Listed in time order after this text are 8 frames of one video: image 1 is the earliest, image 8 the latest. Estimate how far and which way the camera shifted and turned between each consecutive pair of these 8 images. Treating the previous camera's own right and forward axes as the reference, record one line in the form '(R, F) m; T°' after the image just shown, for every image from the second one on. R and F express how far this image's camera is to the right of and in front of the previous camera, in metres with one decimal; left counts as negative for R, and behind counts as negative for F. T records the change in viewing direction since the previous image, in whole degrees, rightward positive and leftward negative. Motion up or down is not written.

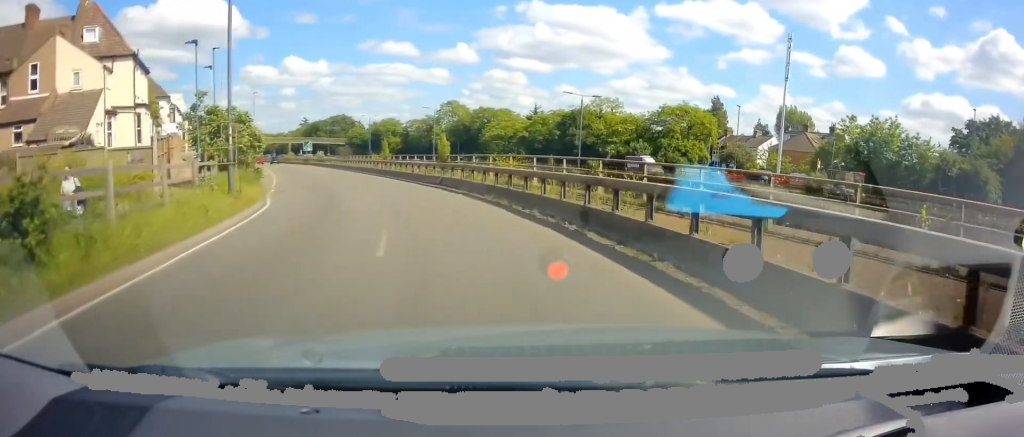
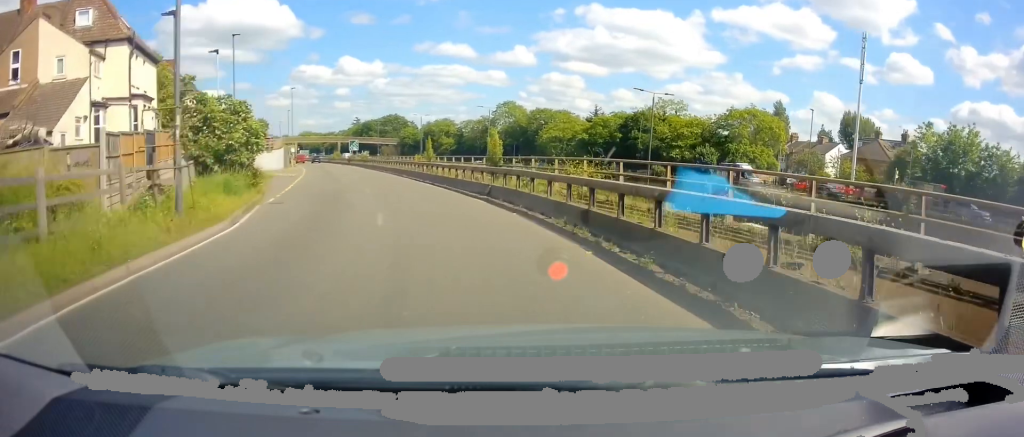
(-0.4, +5.3) m; -5°
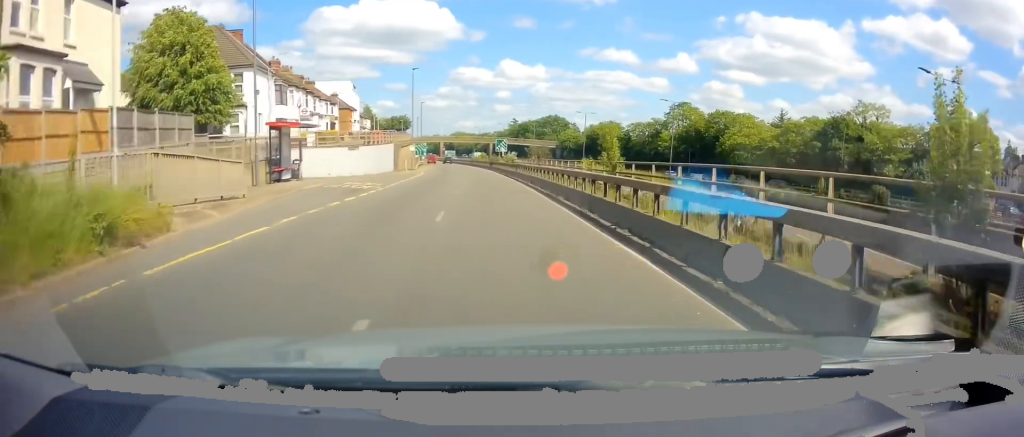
(-2.3, +17.0) m; -15°
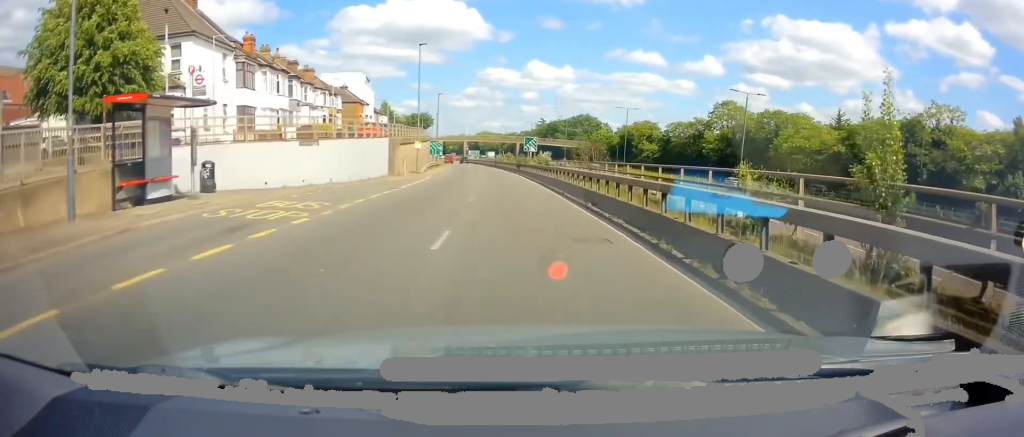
(-0.9, +12.1) m; -5°
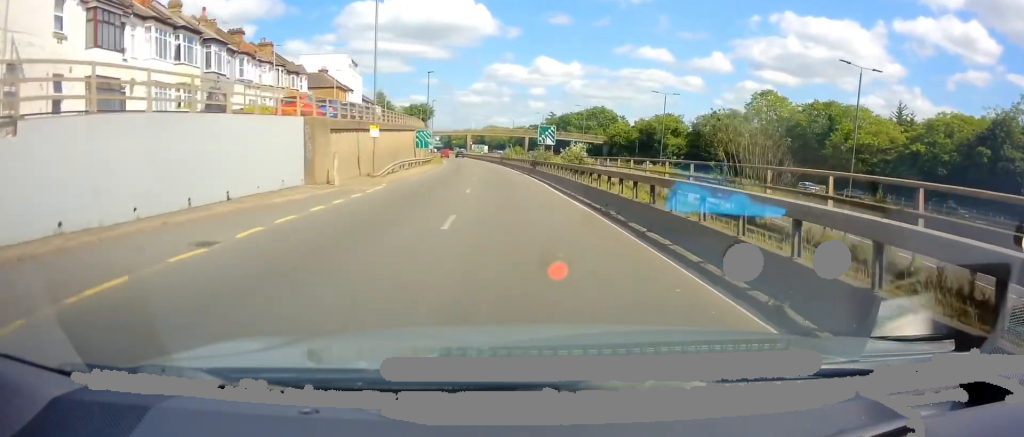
(-0.1, +16.1) m; -1°
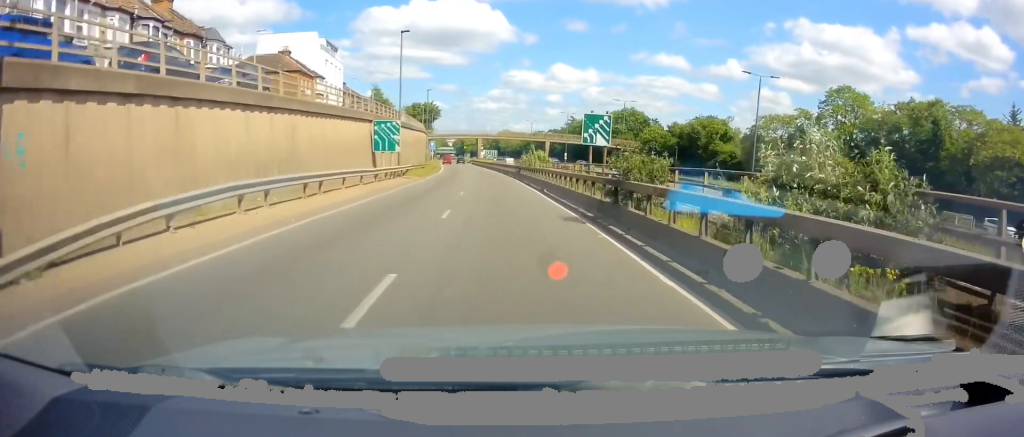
(-0.1, +23.0) m; -1°
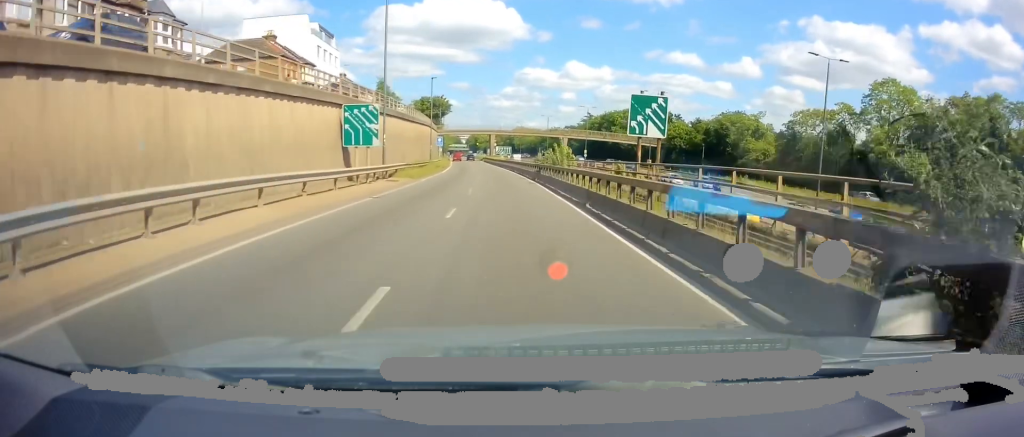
(+0.1, +8.7) m; -1°
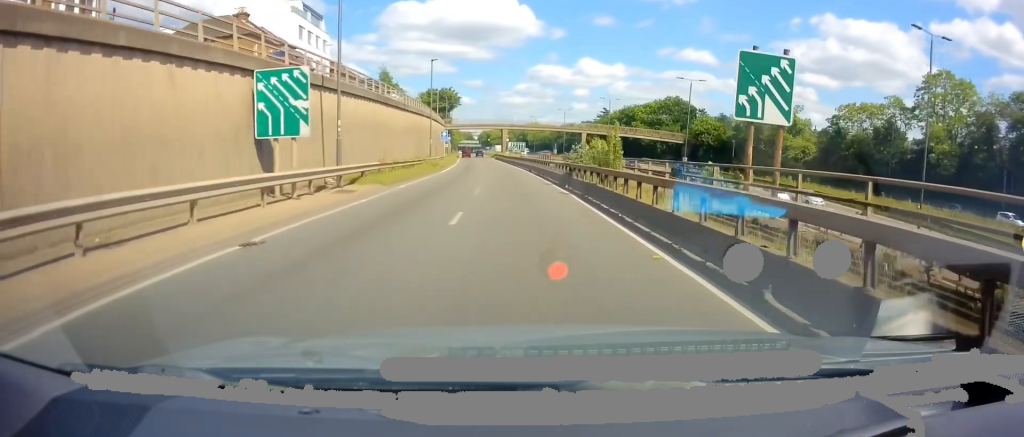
(-0.3, +10.5) m; -2°
